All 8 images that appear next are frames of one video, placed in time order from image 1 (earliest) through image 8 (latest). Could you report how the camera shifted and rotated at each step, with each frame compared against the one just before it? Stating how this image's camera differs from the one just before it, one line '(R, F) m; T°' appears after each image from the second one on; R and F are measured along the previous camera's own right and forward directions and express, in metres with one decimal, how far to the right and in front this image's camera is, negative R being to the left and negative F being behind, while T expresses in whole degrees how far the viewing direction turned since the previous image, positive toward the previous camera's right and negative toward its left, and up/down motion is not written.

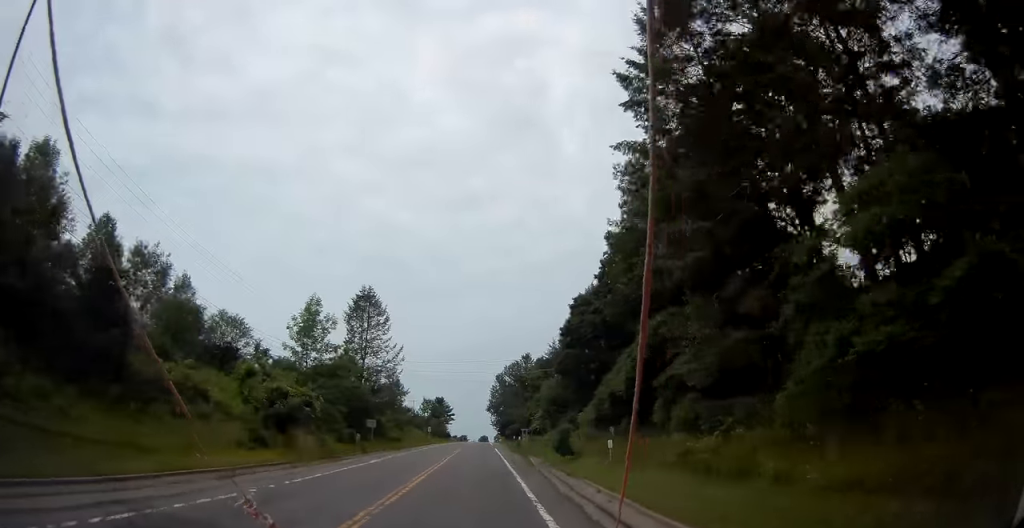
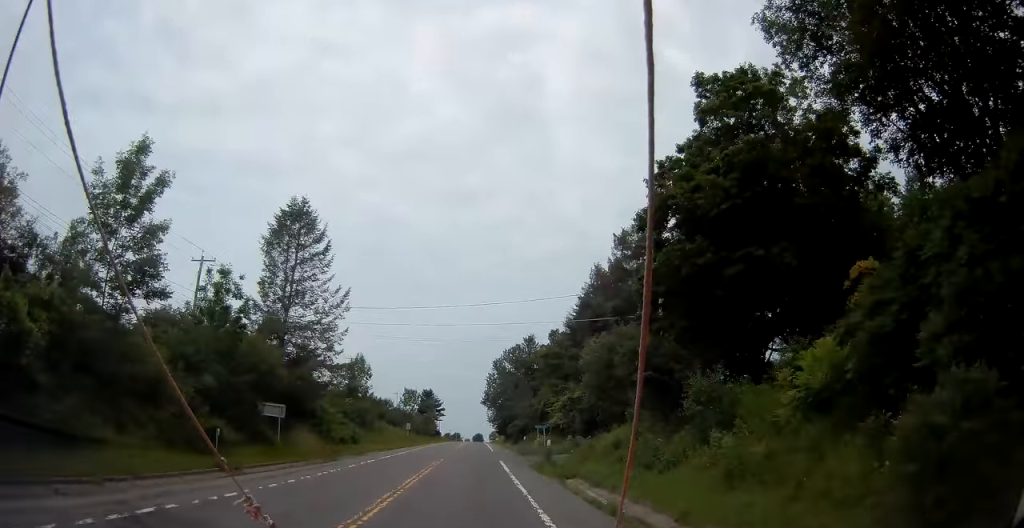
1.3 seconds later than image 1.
(+0.5, +26.9) m; +1°
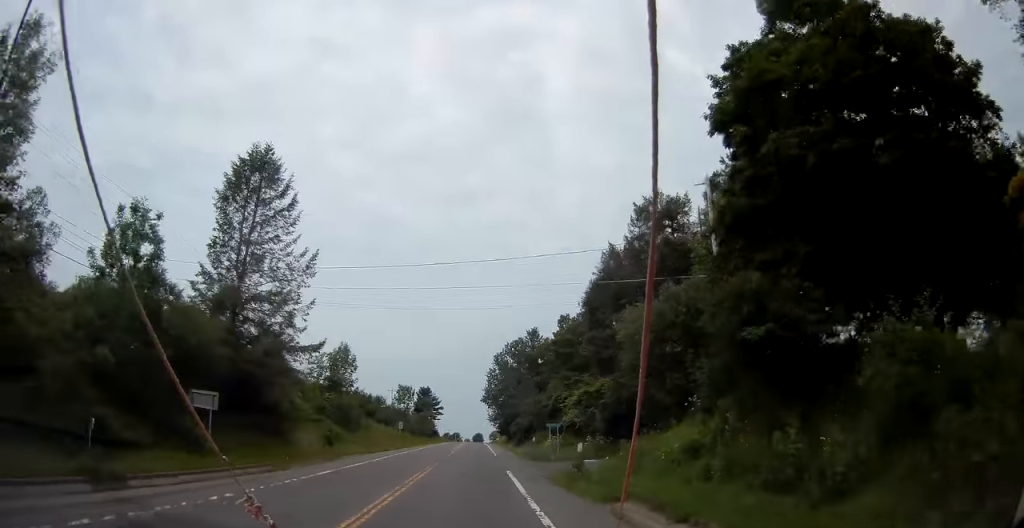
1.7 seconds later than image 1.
(0.0, +9.1) m; 0°
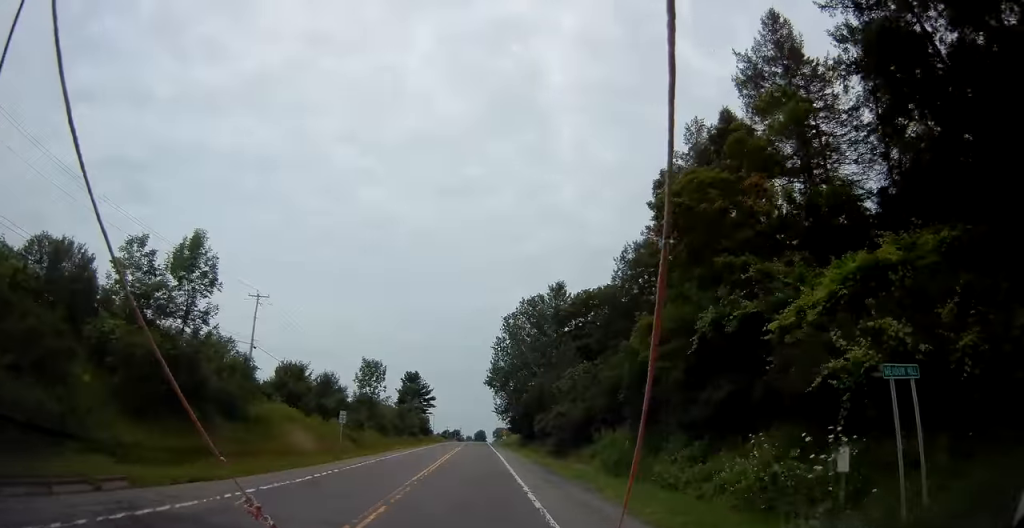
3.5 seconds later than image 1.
(-0.4, +37.9) m; -1°
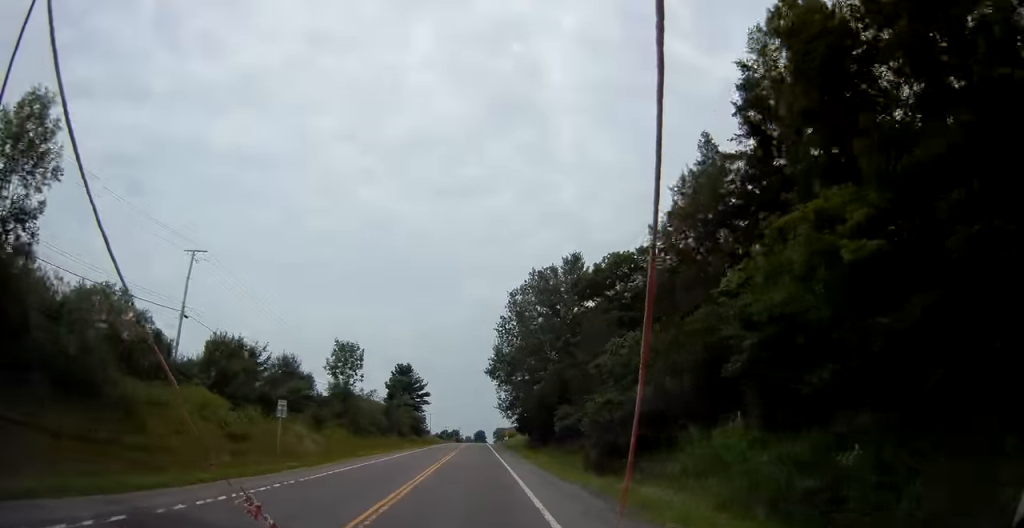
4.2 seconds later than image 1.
(-0.3, +15.2) m; 0°
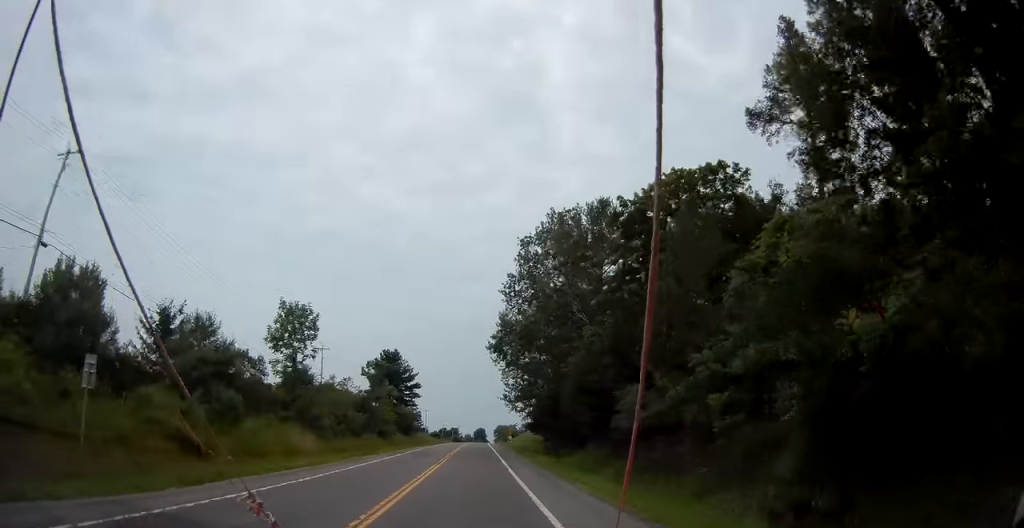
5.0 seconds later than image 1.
(+0.4, +18.1) m; +1°
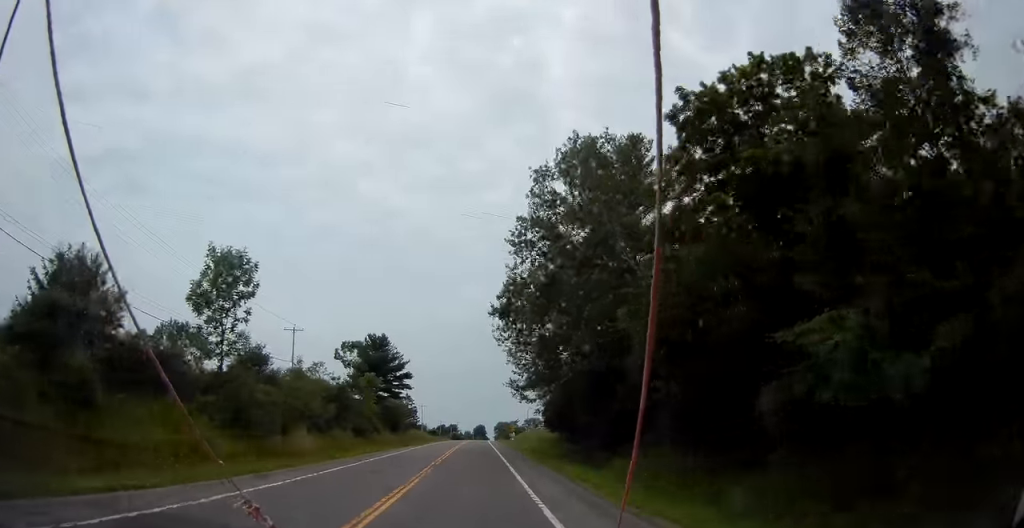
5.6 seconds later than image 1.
(0.0, +13.1) m; 0°
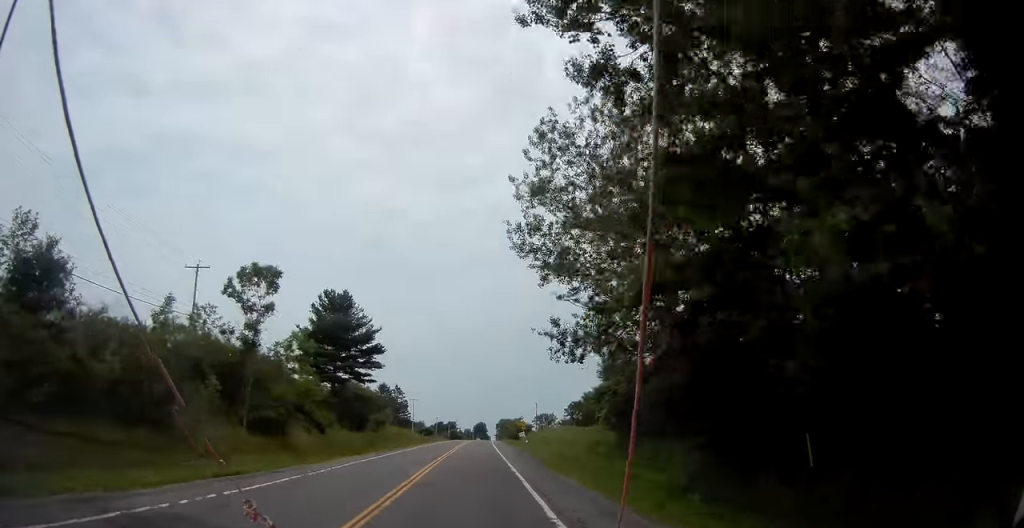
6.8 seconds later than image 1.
(-0.4, +26.7) m; -1°
